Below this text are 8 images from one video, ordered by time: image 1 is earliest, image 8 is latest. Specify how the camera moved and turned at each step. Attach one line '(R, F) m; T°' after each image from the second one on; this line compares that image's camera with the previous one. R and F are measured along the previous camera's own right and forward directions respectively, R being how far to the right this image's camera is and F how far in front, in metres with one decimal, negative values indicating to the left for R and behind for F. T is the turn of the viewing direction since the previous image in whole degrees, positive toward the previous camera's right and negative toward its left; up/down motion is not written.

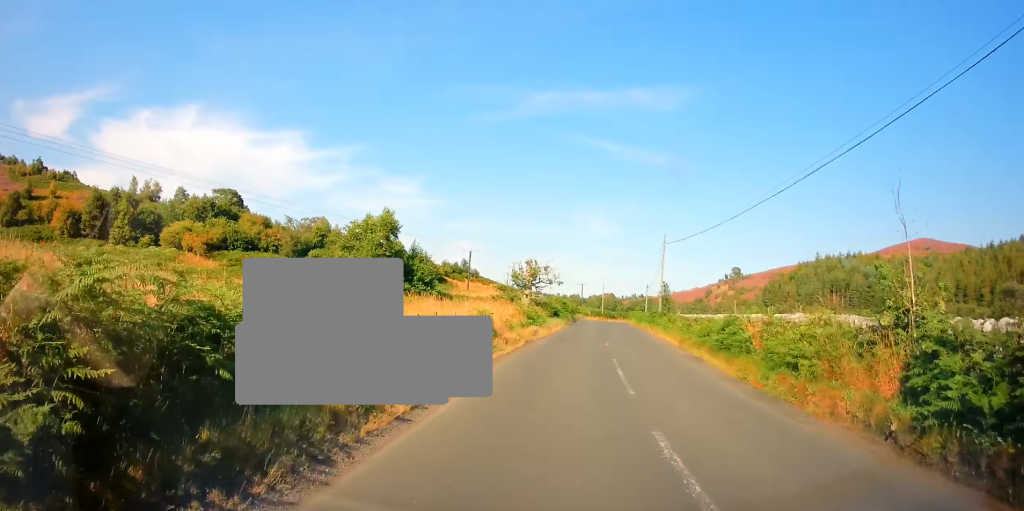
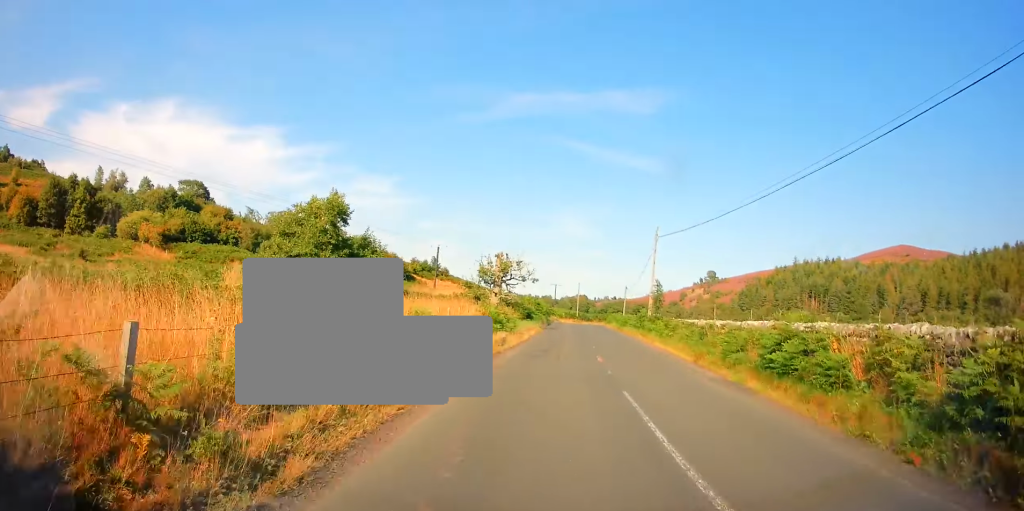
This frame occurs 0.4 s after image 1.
(+0.4, +5.6) m; +3°
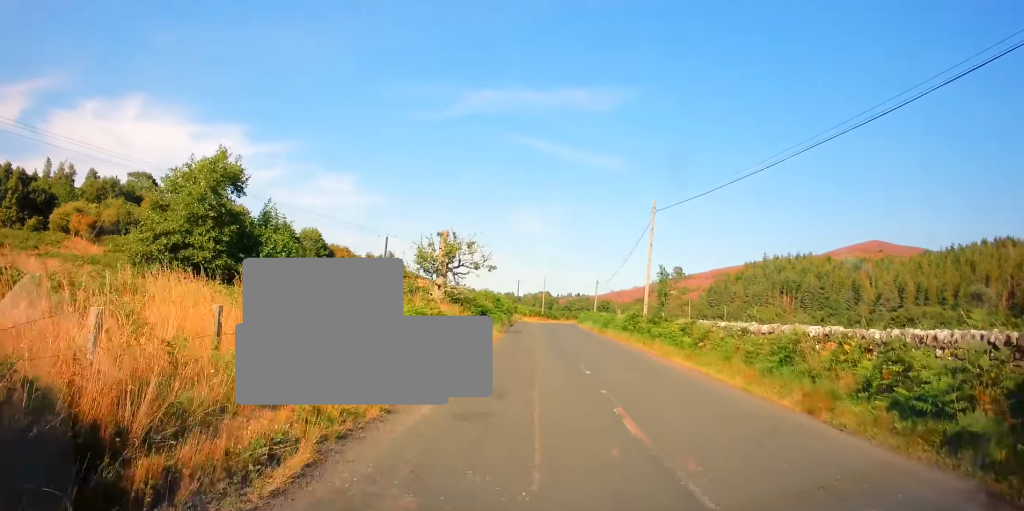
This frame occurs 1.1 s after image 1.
(+0.4, +9.2) m; +4°
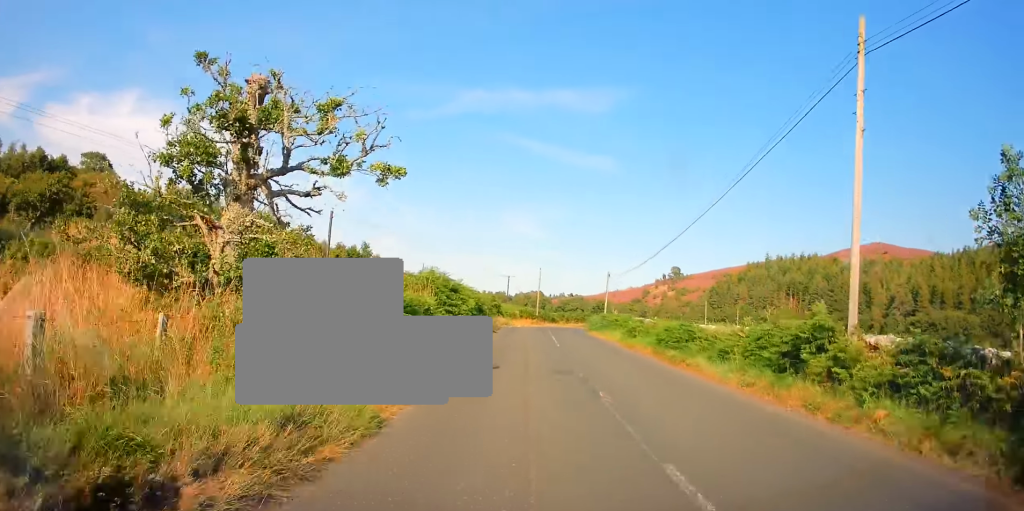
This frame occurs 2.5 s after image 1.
(+0.5, +19.1) m; +1°
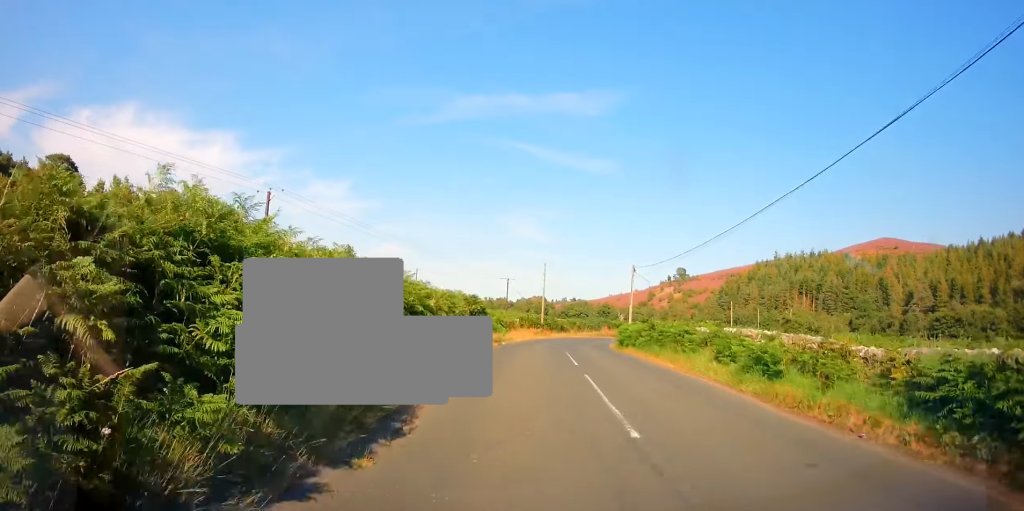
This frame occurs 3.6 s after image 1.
(-0.1, +14.3) m; 0°
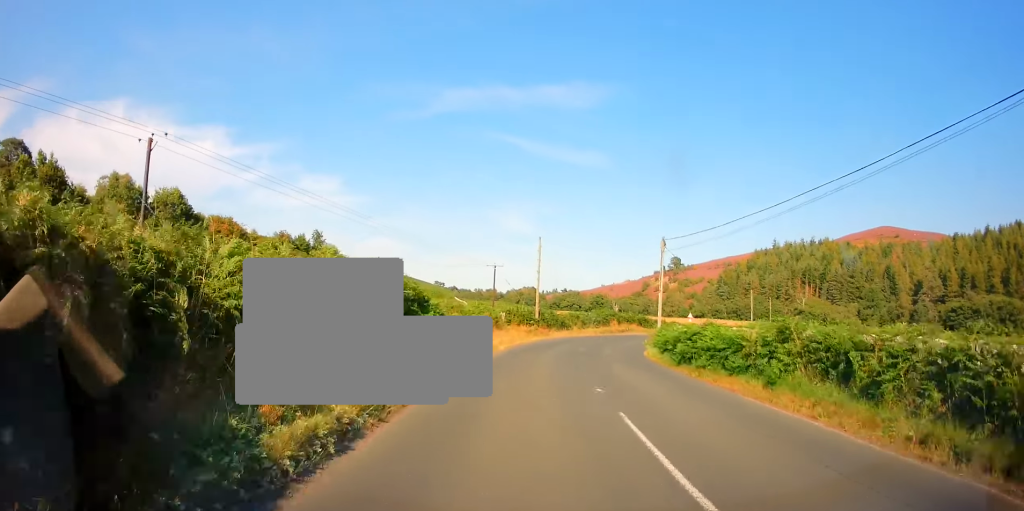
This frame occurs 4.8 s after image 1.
(+0.2, +13.9) m; +2°
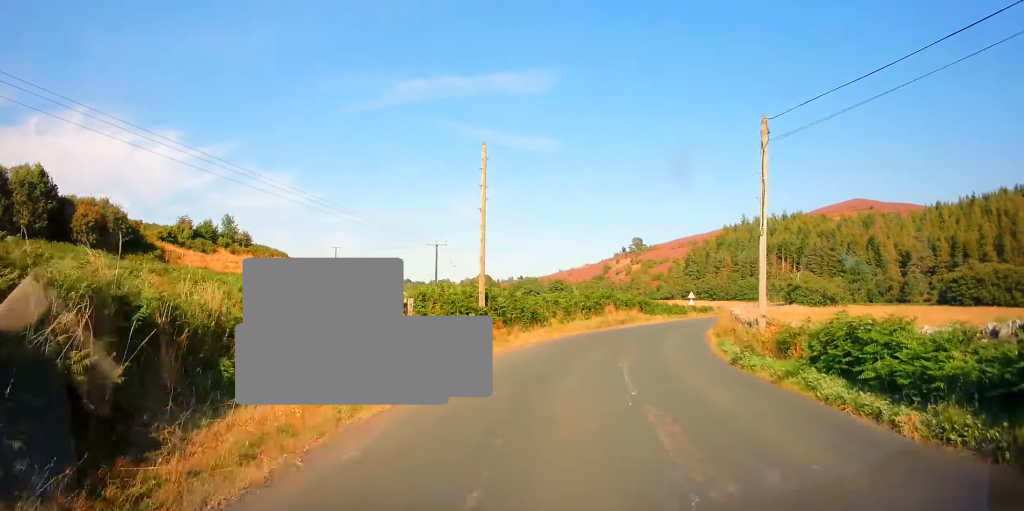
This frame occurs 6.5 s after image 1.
(+0.7, +20.2) m; +5°
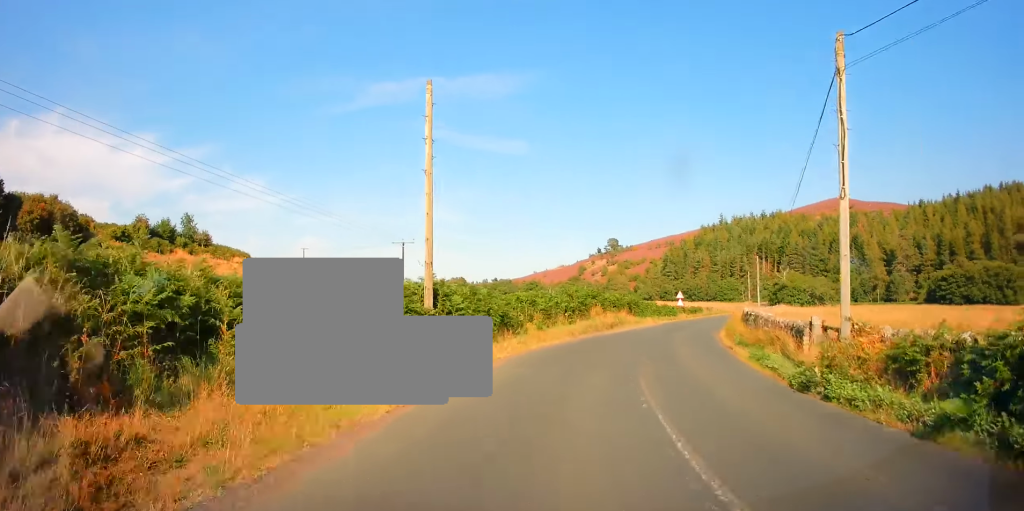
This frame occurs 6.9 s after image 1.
(-0.1, +5.5) m; +2°
